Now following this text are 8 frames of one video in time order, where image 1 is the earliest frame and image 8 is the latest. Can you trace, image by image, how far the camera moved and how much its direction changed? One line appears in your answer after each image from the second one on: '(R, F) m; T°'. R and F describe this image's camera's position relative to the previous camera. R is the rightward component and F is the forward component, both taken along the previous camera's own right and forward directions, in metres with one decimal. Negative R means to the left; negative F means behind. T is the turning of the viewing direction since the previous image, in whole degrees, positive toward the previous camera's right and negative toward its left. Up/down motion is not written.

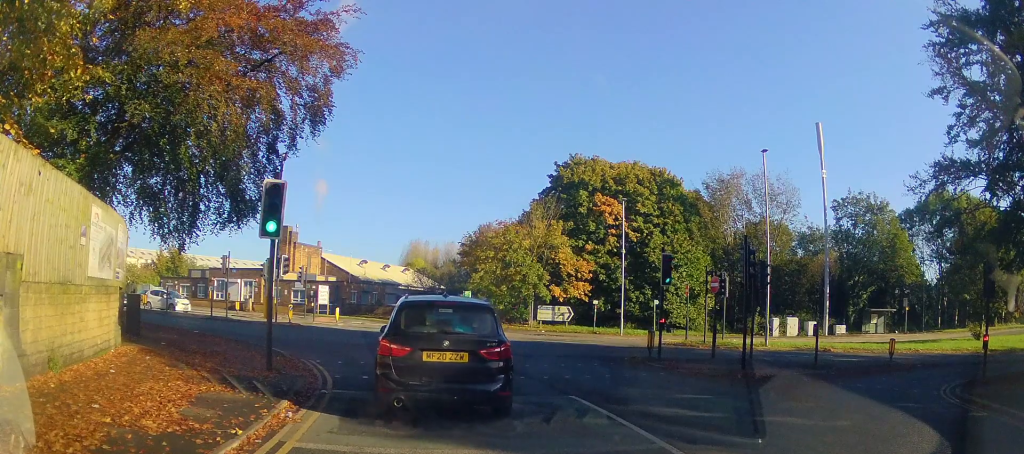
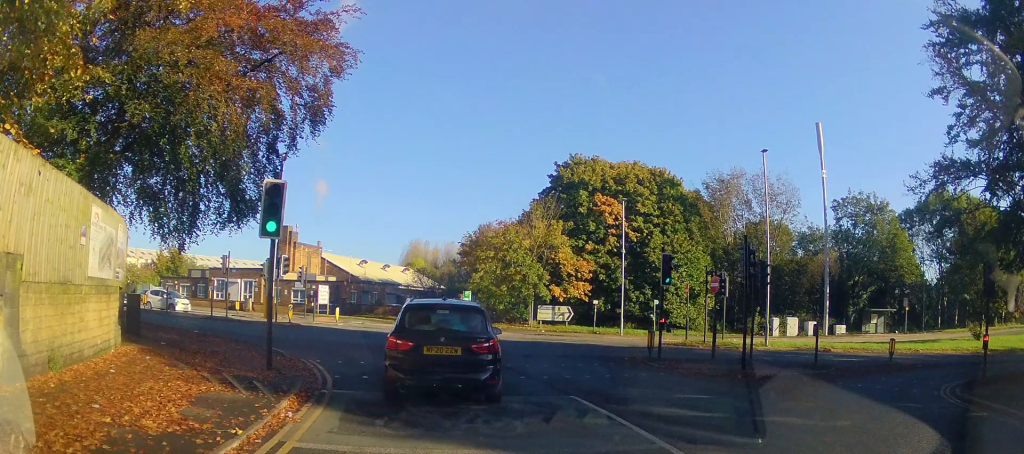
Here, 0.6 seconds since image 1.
(0.0, 0.0) m; 0°
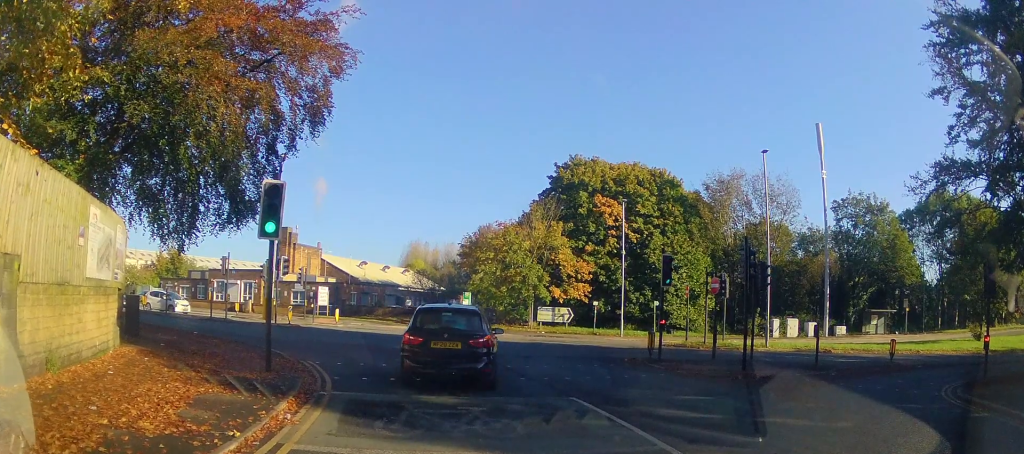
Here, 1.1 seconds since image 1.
(0.0, 0.0) m; 0°
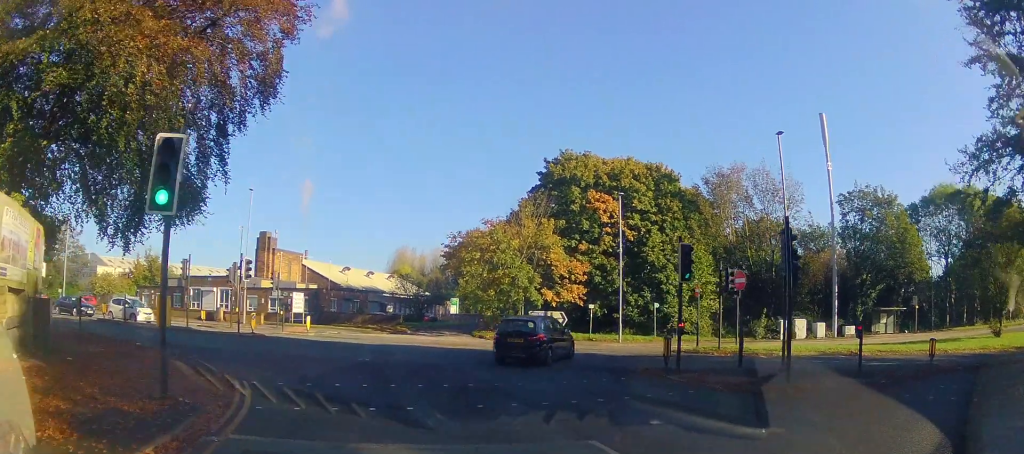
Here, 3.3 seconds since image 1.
(0.0, +0.7) m; +2°
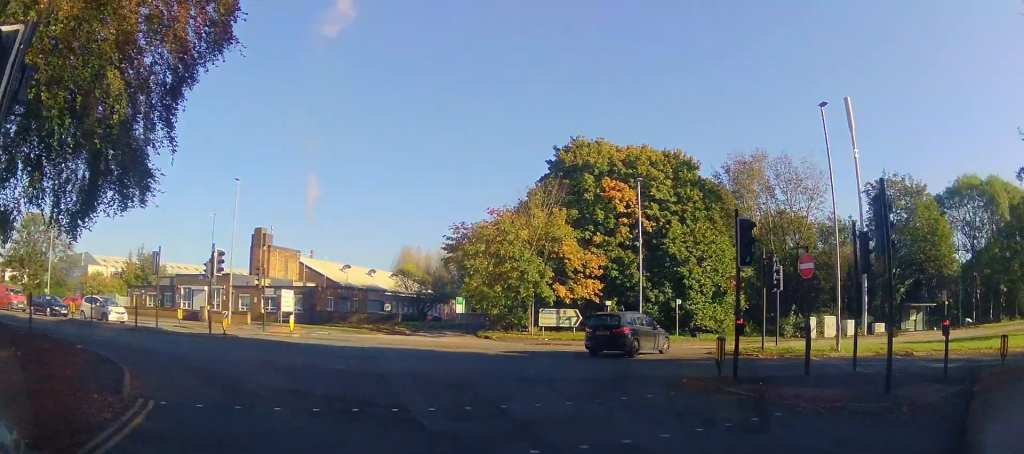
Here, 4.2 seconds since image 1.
(+0.1, +1.8) m; +4°
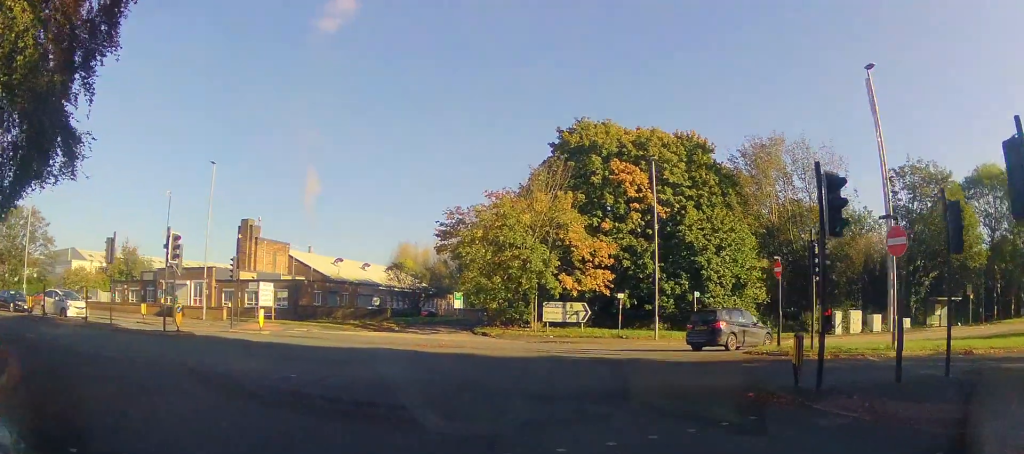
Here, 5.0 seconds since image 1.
(0.0, +2.4) m; +2°
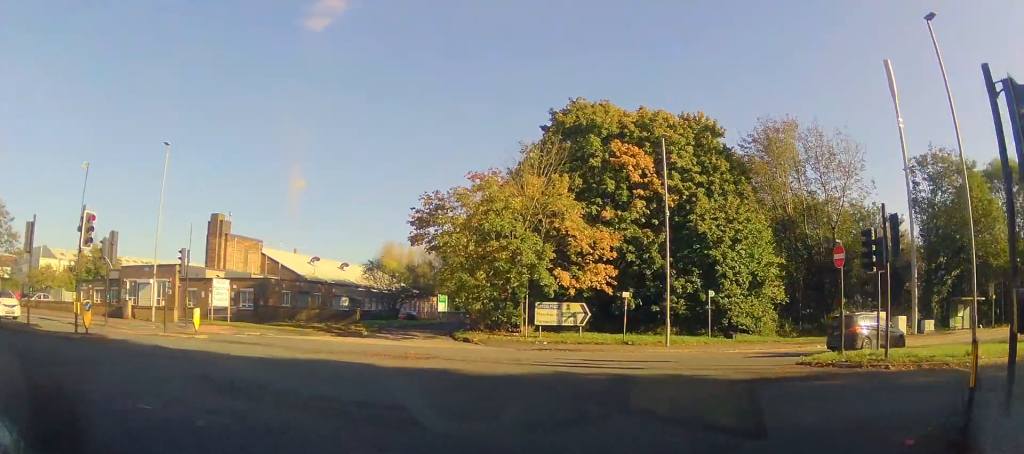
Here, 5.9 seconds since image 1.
(+0.1, +3.5) m; -1°
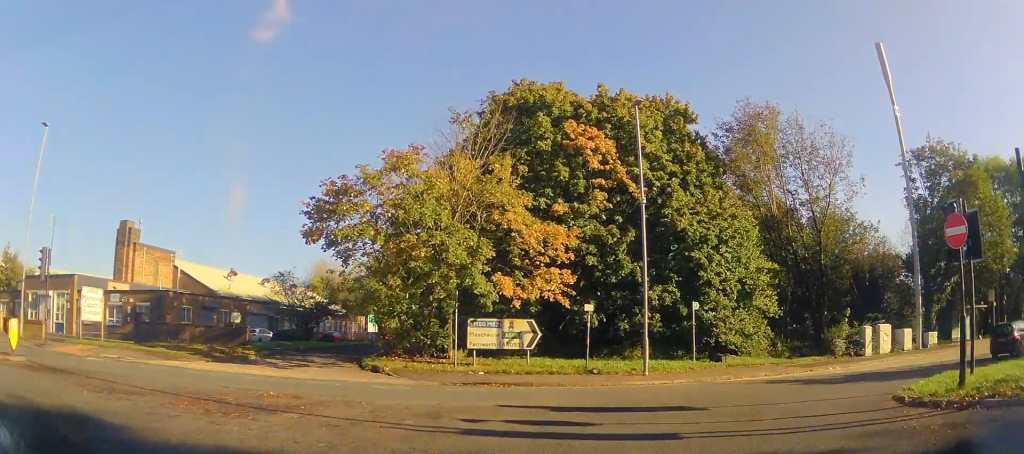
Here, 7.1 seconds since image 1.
(0.0, +6.2) m; +5°
